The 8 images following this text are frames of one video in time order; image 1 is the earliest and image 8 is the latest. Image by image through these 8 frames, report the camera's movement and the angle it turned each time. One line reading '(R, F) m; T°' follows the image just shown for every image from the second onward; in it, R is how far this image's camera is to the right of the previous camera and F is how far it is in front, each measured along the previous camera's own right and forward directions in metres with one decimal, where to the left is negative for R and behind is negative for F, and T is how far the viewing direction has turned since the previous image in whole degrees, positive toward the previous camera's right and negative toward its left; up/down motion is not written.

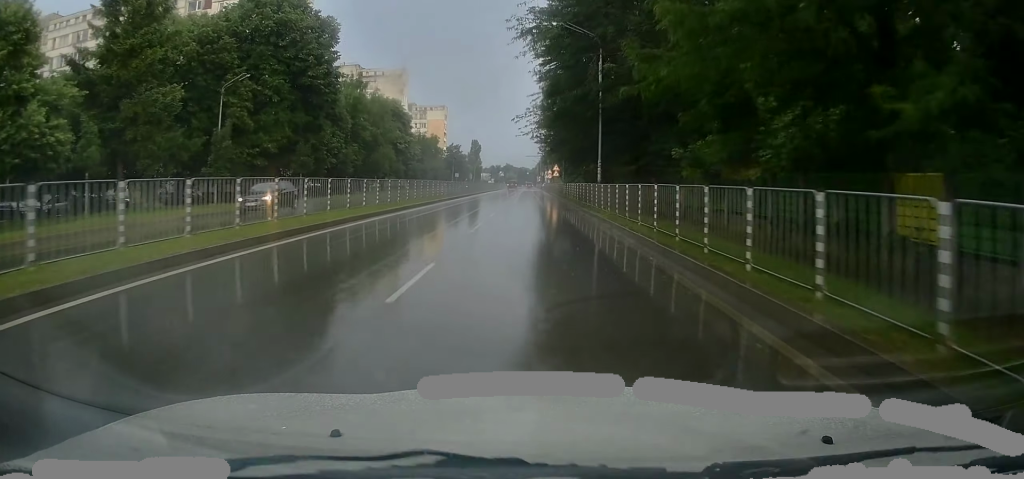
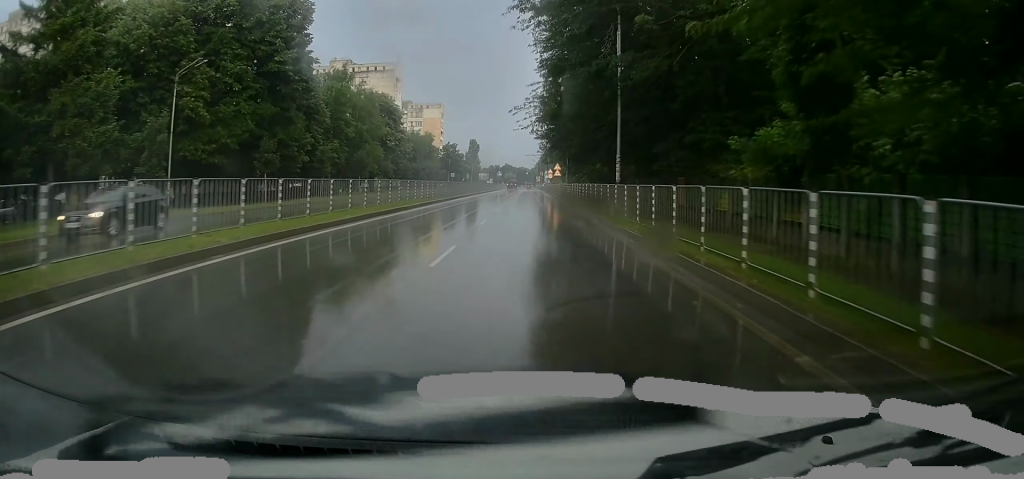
(0.0, +5.9) m; 0°
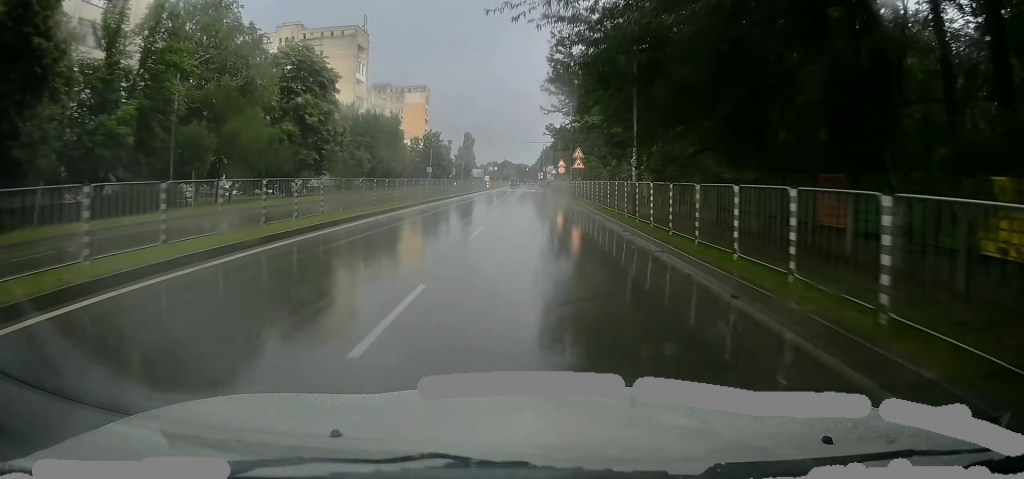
(+0.8, +30.2) m; +2°
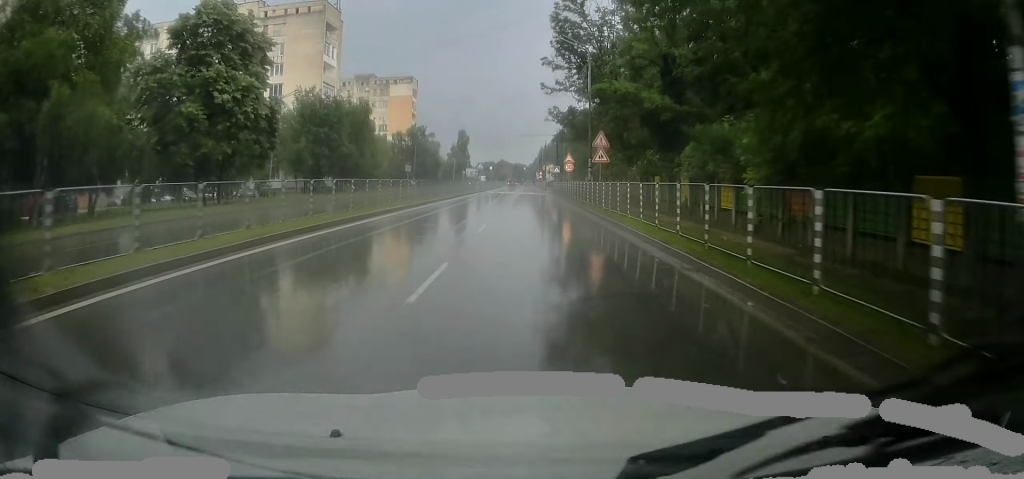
(-0.1, +15.4) m; -1°
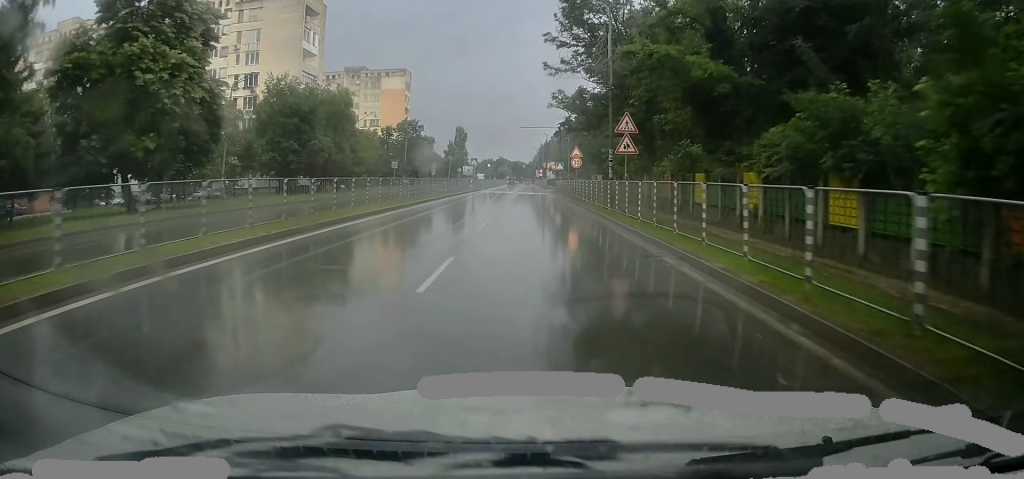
(-0.1, +8.2) m; -1°
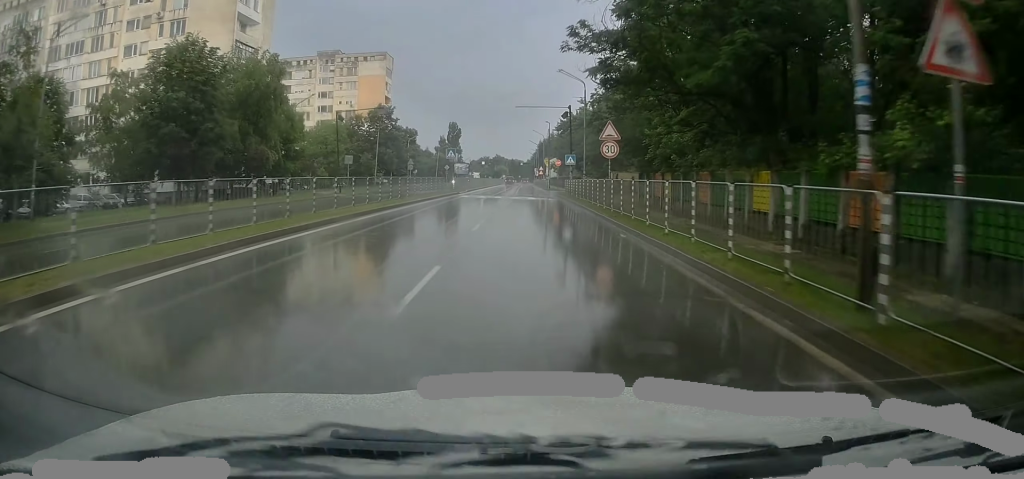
(+0.1, +18.3) m; +1°
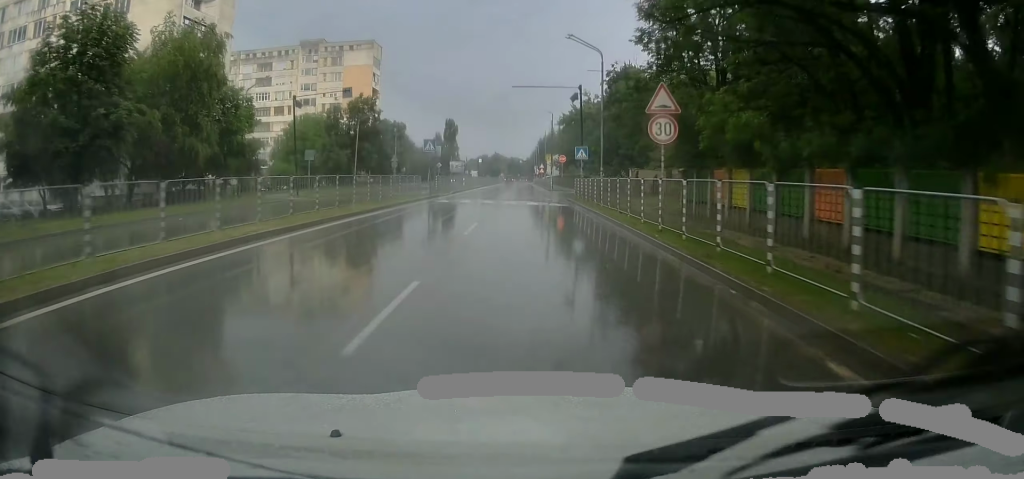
(0.0, +10.0) m; +1°
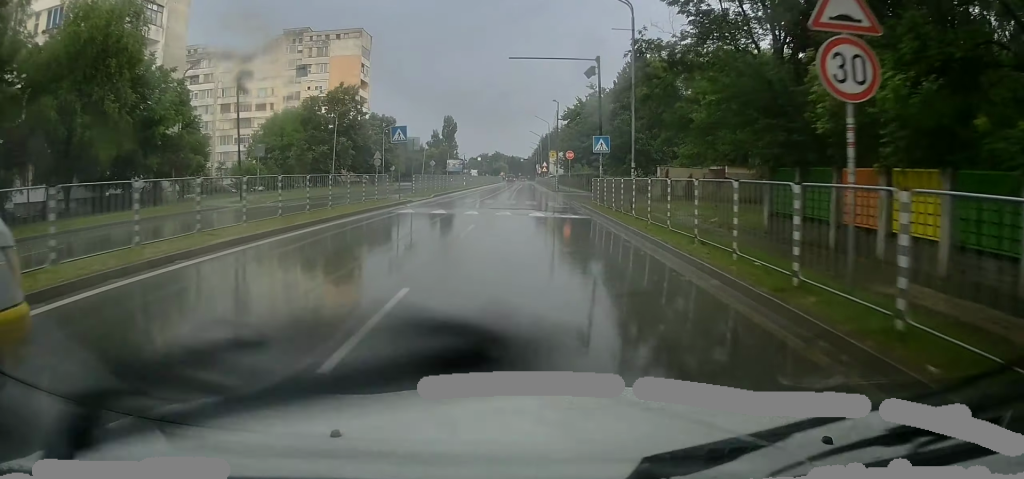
(0.0, +9.3) m; +1°
